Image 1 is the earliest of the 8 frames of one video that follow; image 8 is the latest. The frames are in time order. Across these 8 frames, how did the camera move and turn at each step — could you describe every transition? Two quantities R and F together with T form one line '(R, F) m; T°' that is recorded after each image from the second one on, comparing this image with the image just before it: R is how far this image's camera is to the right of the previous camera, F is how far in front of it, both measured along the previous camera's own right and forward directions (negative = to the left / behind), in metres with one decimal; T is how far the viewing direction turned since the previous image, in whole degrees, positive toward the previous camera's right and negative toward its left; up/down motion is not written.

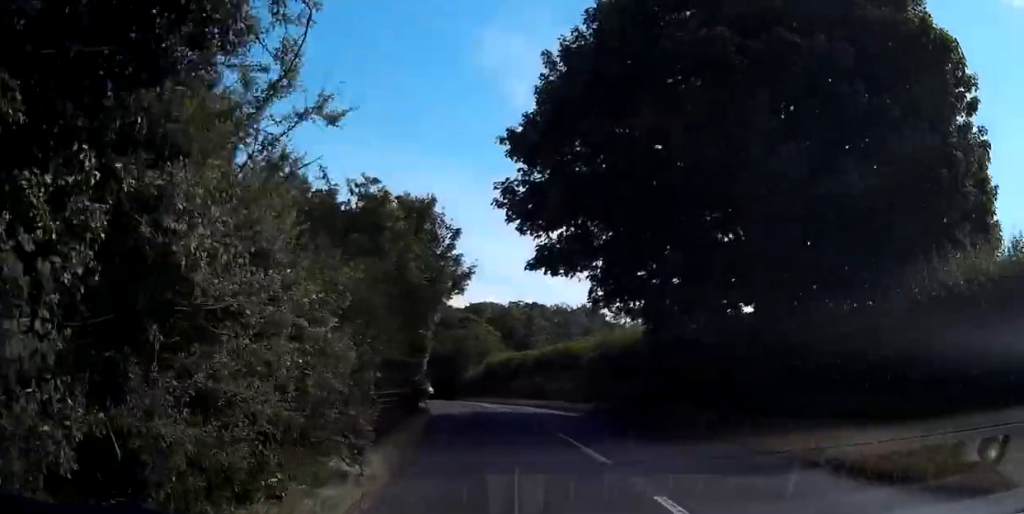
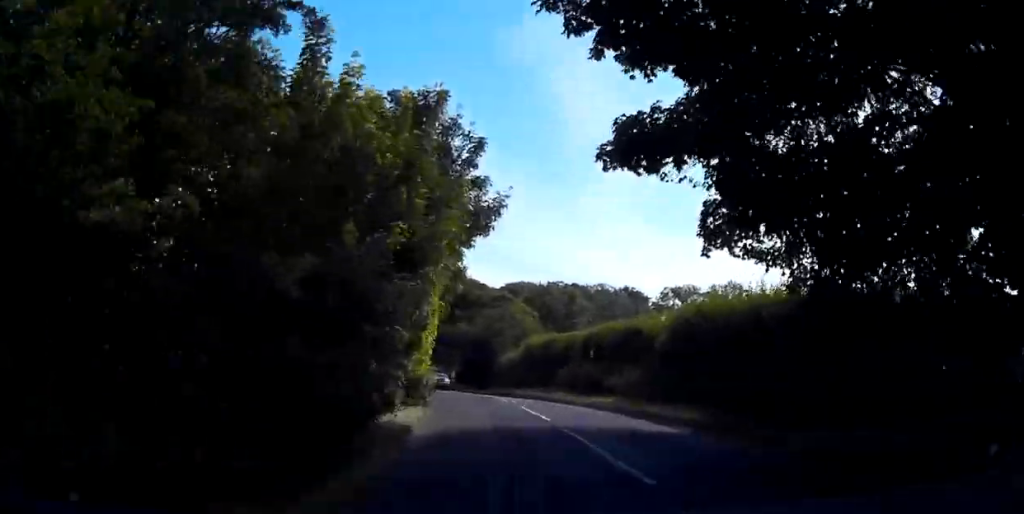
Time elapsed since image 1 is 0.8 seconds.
(0.0, +11.5) m; -2°
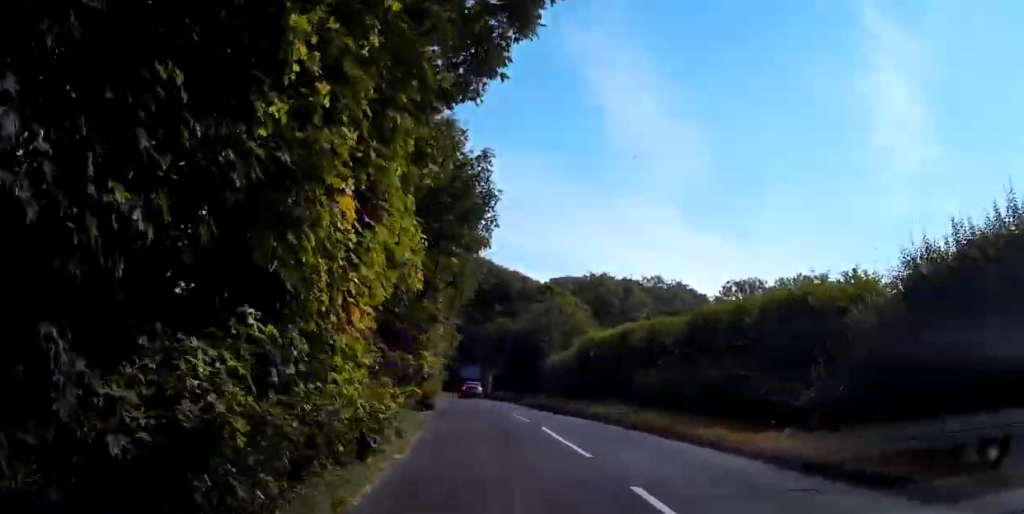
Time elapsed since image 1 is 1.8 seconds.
(-0.6, +14.3) m; -2°
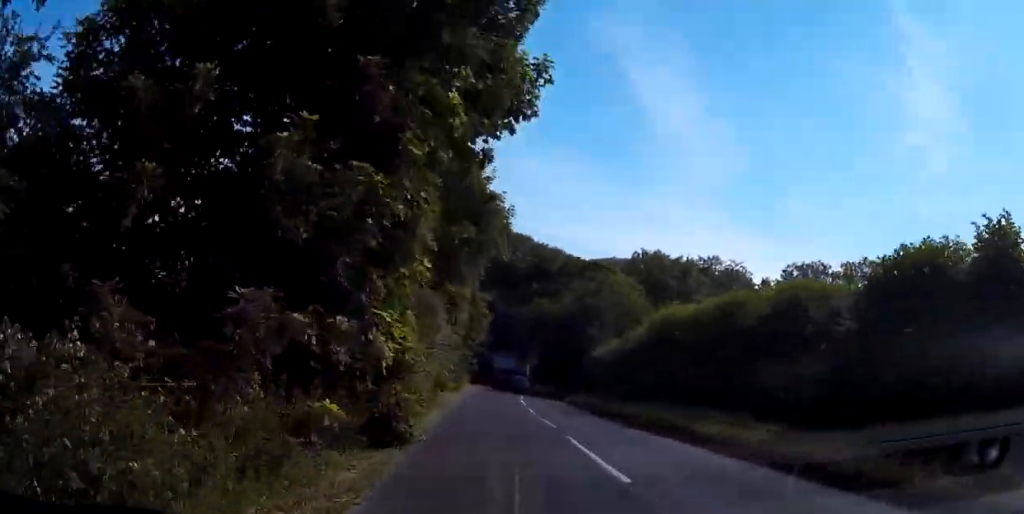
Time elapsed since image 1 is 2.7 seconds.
(0.0, +11.3) m; -1°
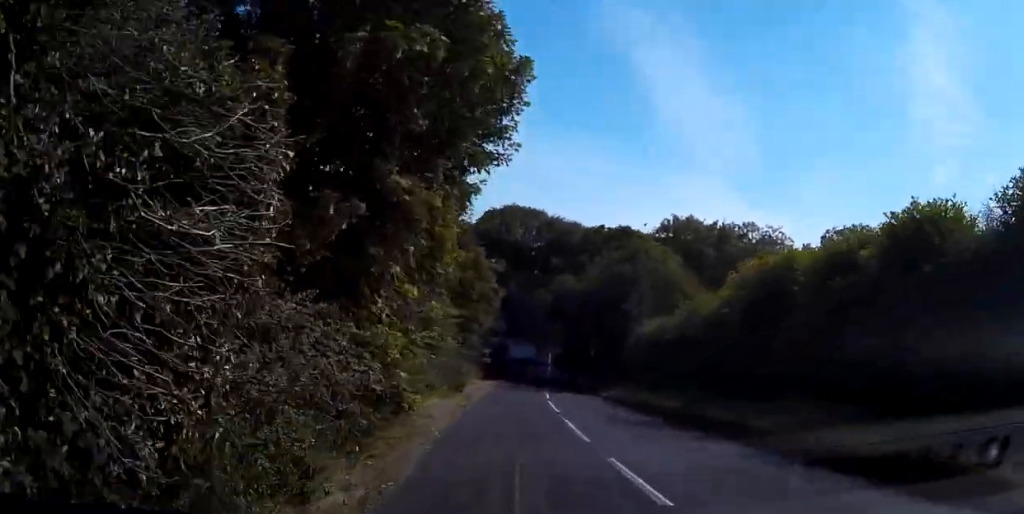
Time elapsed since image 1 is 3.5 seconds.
(-0.2, +10.4) m; -1°
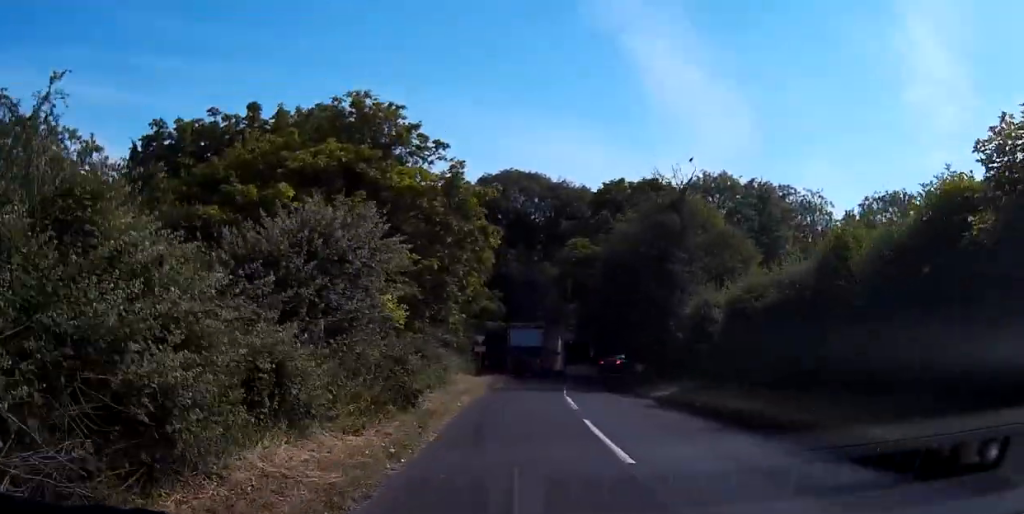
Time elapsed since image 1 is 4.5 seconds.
(0.0, +12.5) m; 0°
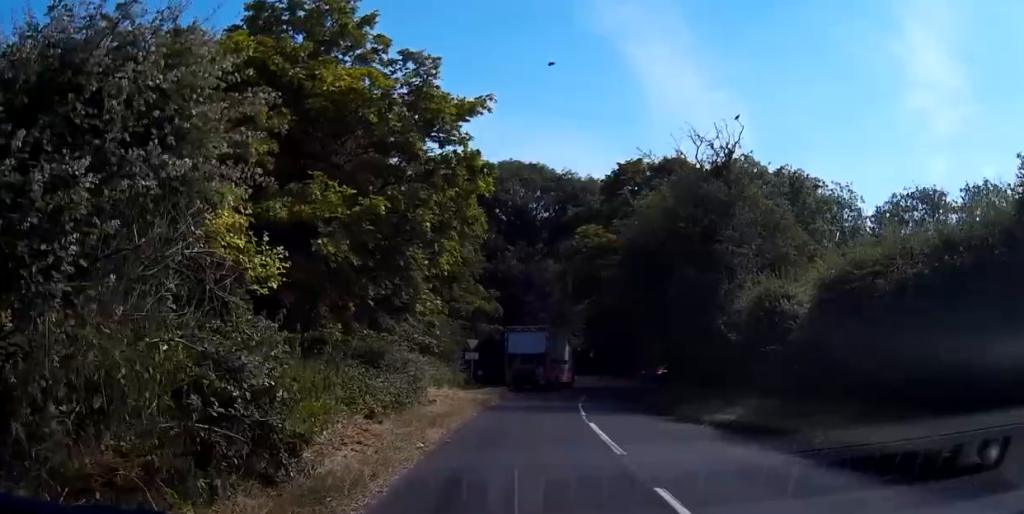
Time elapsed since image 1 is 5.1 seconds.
(0.0, +7.2) m; 0°
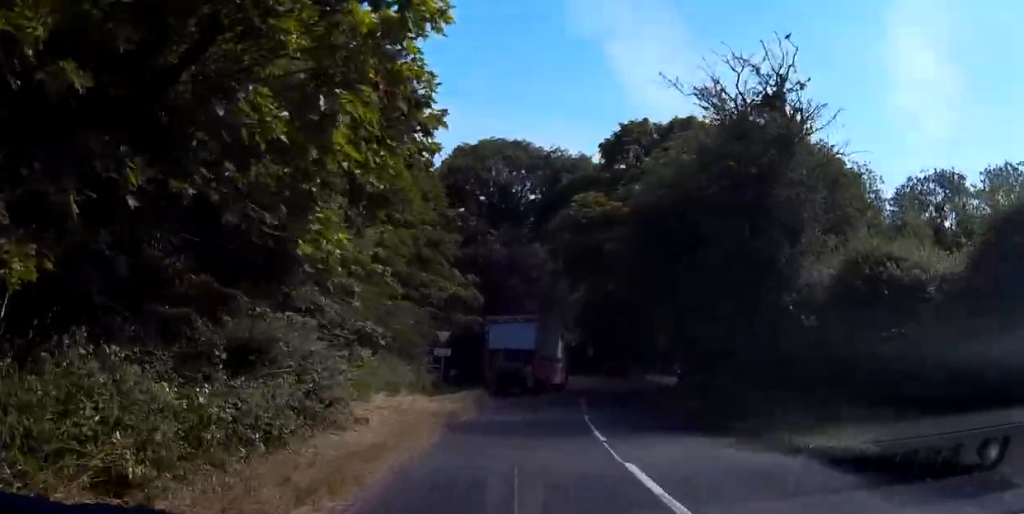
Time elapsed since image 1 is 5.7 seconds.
(0.0, +7.1) m; 0°
